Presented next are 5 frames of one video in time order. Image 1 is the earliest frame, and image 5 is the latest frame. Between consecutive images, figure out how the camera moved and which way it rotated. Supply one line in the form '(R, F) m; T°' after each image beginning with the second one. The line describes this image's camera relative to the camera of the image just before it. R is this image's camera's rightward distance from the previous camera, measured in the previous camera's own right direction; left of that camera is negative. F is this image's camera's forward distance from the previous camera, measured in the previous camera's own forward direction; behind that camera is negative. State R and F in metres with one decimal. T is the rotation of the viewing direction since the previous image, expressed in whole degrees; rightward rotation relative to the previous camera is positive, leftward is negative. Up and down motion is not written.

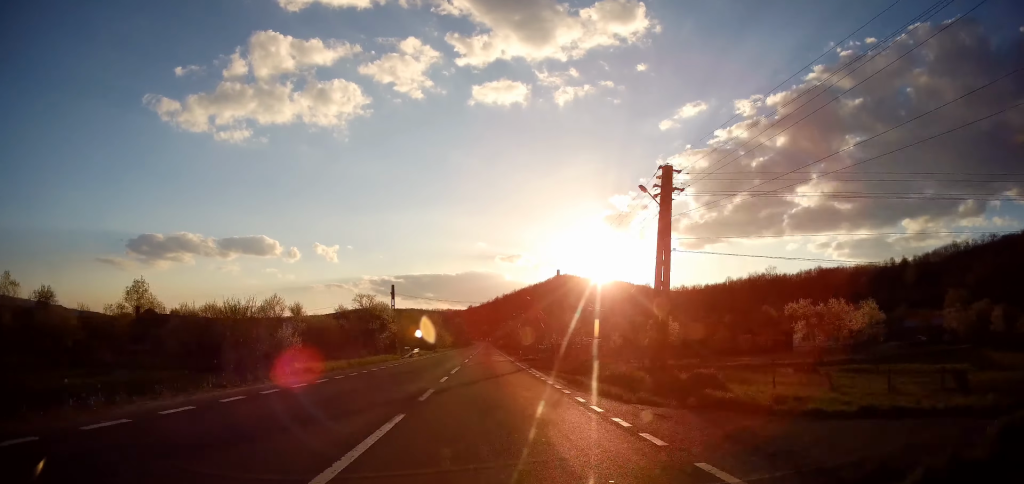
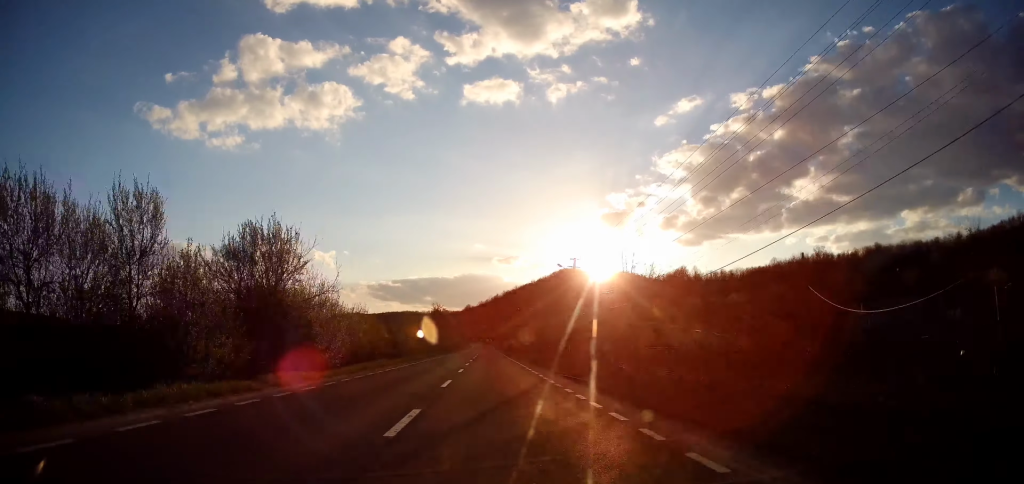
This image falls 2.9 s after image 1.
(-0.8, +67.0) m; -1°
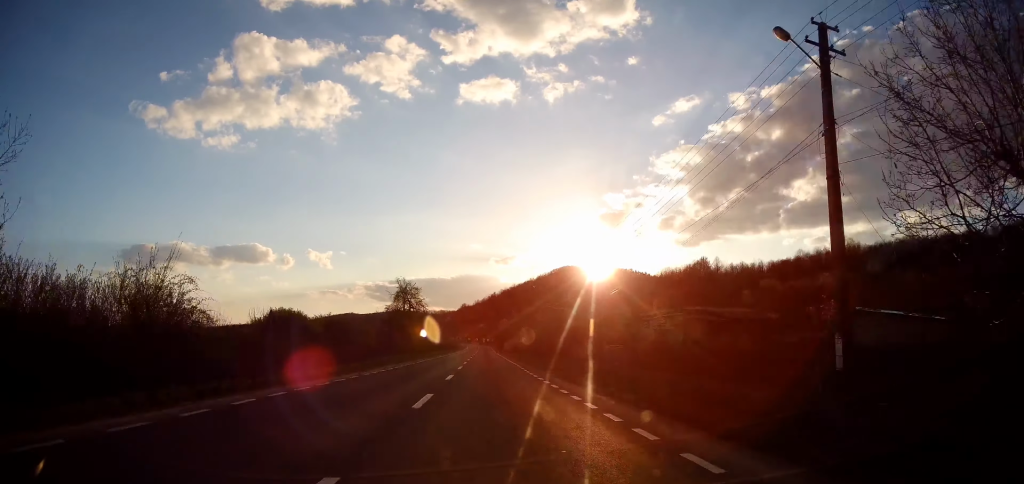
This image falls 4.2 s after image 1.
(-0.3, +31.2) m; 0°
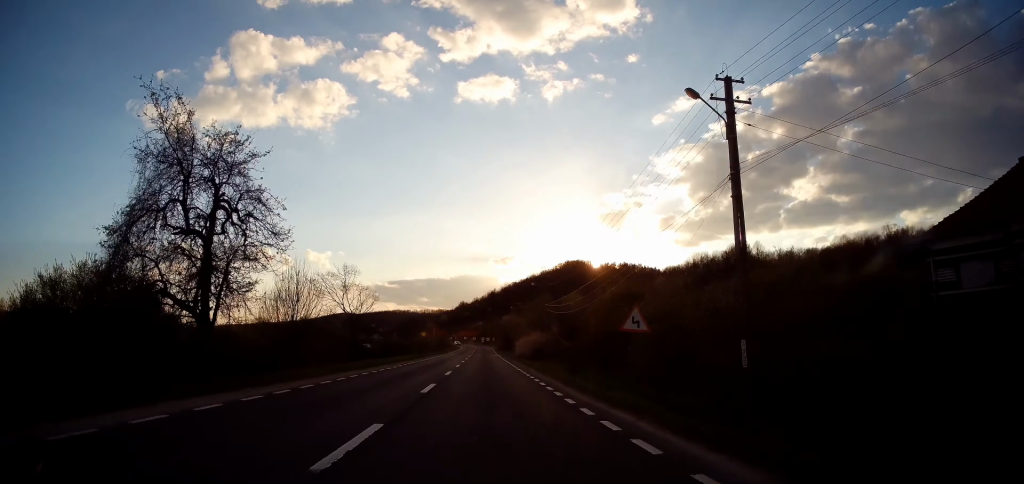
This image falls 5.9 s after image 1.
(-0.1, +40.2) m; 0°
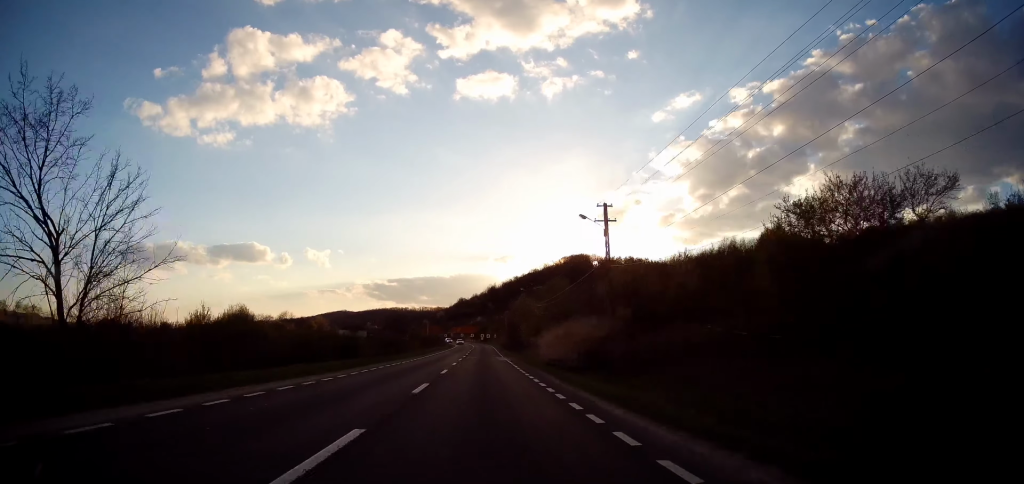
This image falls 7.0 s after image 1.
(+0.3, +27.2) m; 0°
